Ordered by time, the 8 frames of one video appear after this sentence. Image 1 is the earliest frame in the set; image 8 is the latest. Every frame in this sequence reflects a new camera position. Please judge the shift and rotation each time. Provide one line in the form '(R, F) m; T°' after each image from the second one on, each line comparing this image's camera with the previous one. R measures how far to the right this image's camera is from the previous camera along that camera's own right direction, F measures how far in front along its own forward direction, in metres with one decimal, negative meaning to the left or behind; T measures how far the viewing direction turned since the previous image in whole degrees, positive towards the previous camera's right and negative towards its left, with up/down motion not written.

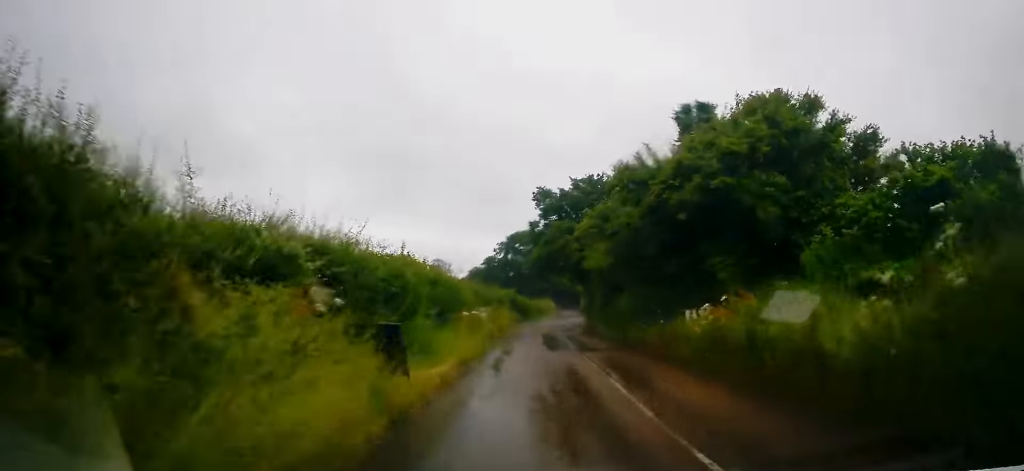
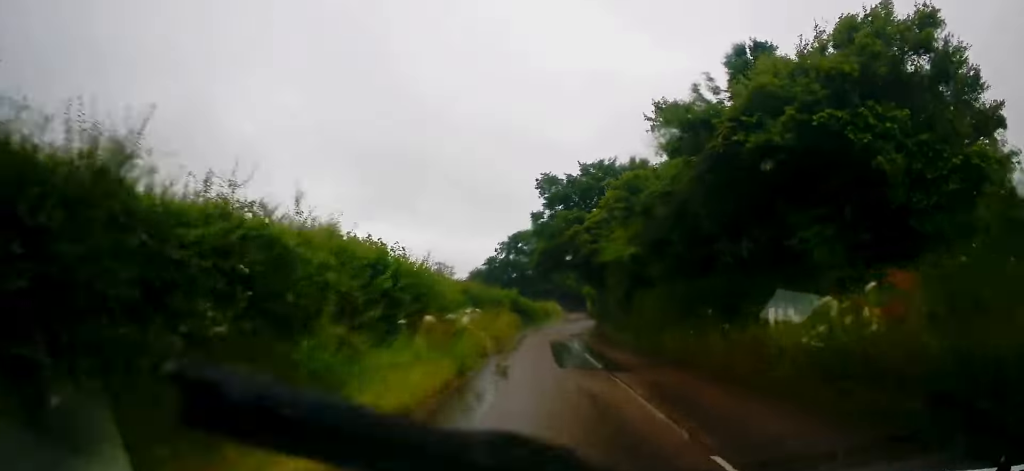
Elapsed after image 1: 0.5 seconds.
(+0.1, +6.1) m; -1°
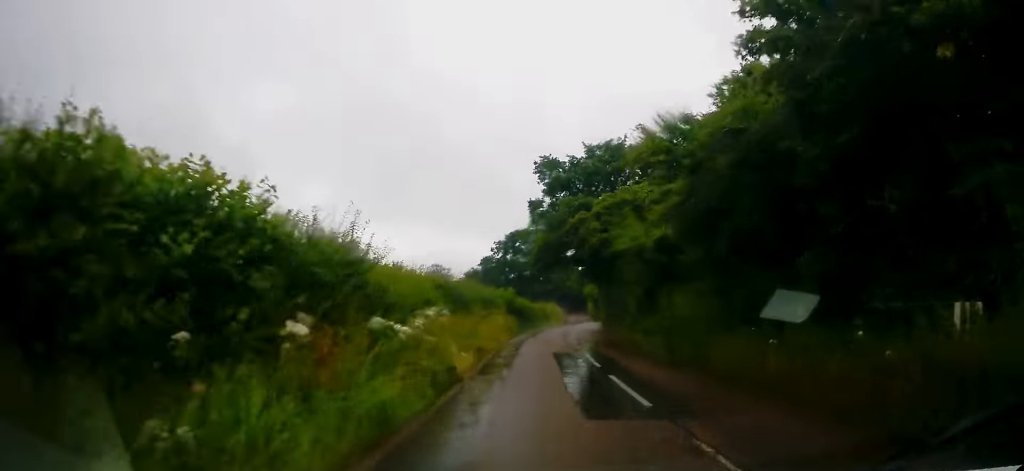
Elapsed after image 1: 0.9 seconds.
(-0.2, +5.8) m; 0°
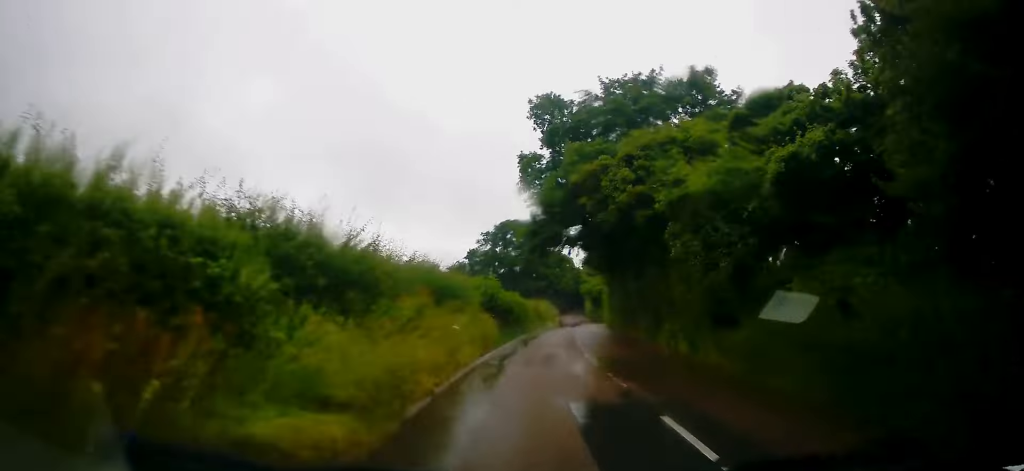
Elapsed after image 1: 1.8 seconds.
(-0.2, +11.6) m; +1°
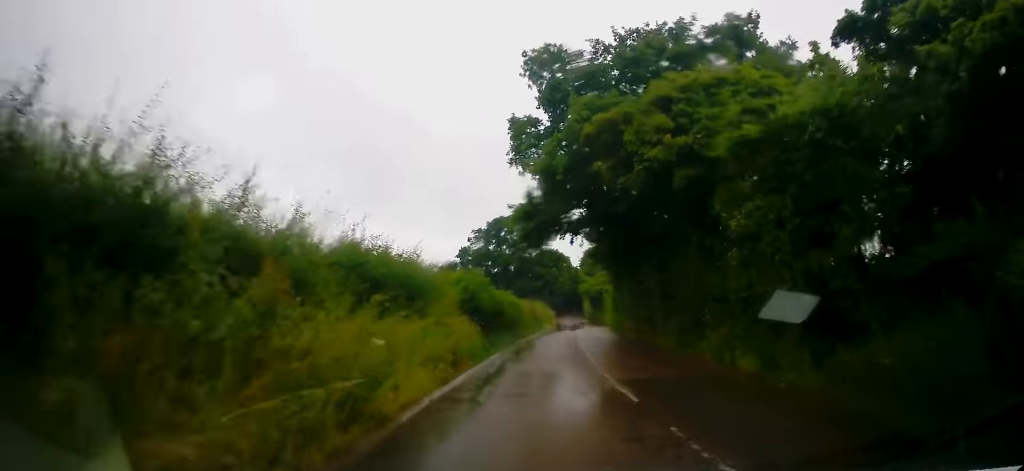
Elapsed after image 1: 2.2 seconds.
(+0.2, +5.8) m; +1°
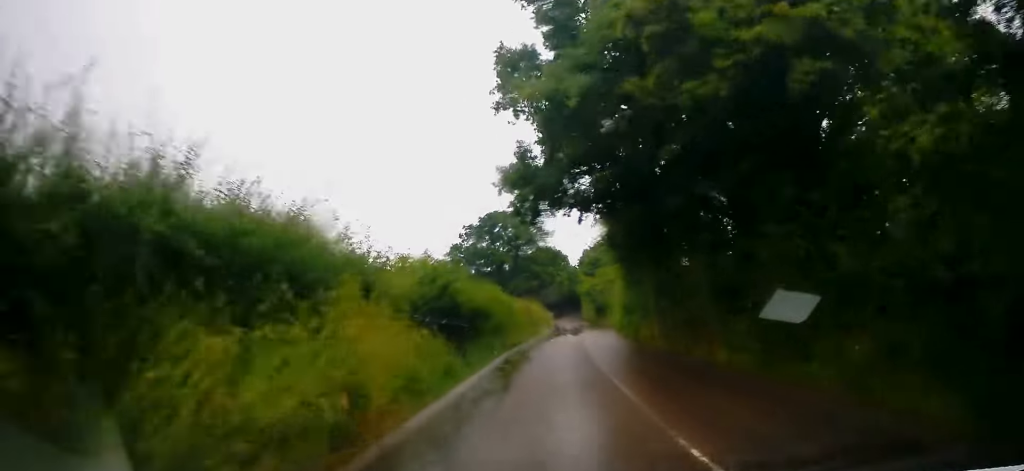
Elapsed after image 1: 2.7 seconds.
(+0.1, +6.7) m; +1°
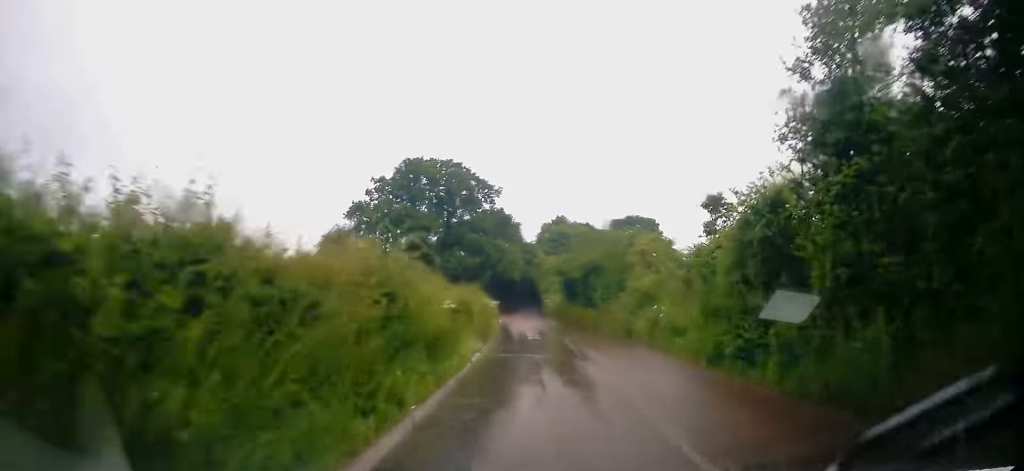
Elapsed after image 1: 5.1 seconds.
(+0.9, +29.4) m; +3°
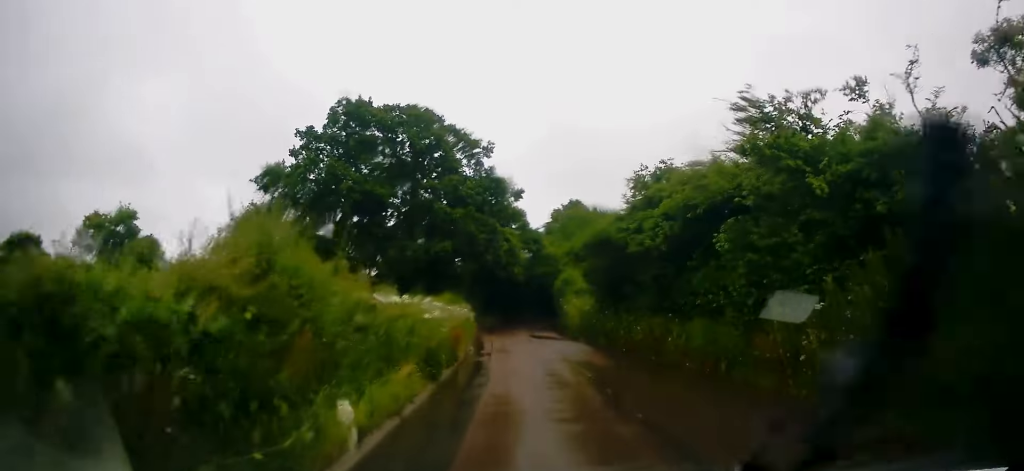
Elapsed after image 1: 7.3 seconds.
(+0.2, +22.4) m; 0°
